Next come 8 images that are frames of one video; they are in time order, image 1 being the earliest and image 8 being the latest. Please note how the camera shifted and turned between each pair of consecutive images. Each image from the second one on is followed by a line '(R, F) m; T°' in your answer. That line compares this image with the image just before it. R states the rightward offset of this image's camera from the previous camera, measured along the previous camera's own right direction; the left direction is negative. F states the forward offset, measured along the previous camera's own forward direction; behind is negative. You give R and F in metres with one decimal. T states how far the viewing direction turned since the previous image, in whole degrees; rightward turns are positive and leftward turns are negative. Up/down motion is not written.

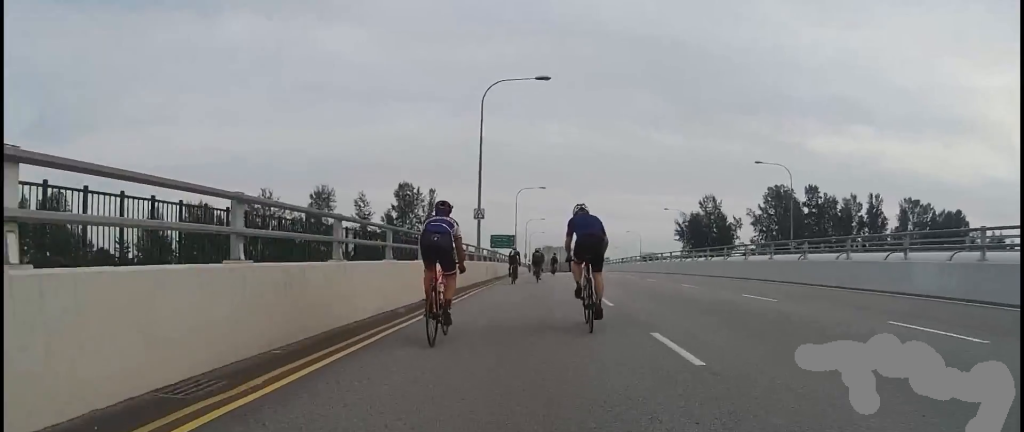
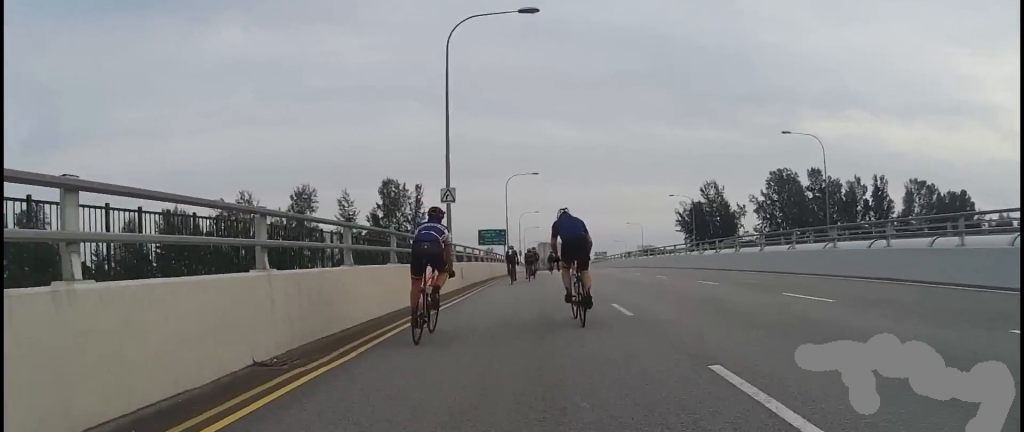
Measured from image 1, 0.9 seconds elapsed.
(0.0, +8.5) m; 0°
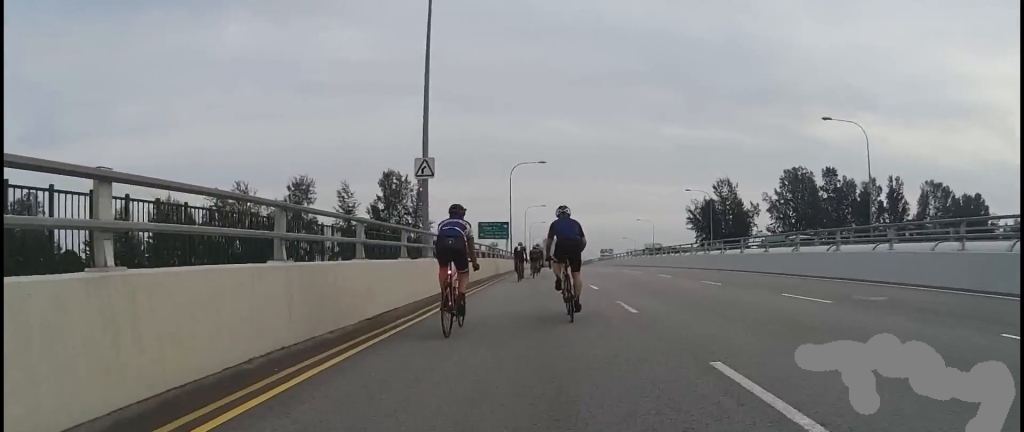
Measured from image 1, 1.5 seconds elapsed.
(0.0, +5.9) m; 0°
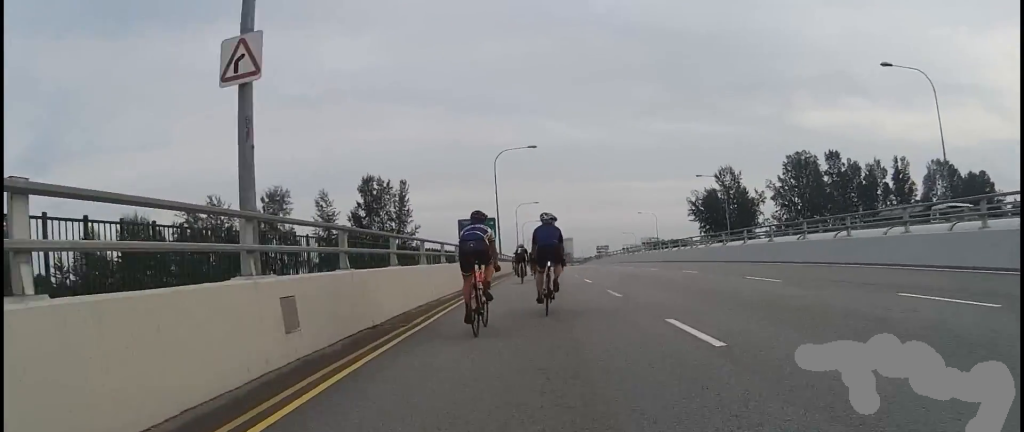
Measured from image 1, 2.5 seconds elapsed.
(0.0, +10.0) m; 0°
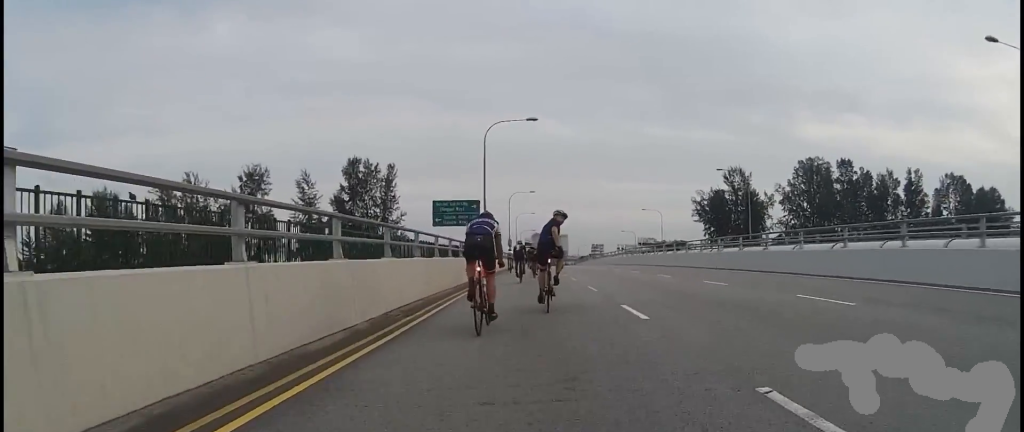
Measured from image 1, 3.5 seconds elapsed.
(0.0, +9.4) m; 0°
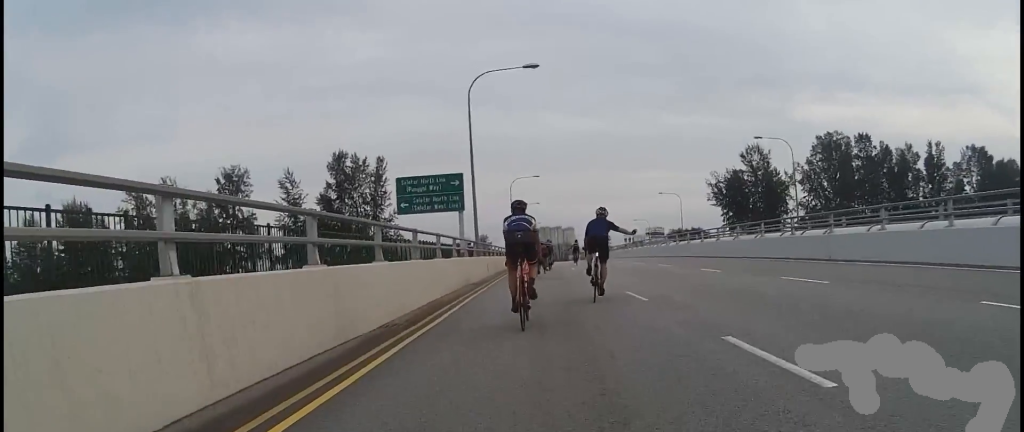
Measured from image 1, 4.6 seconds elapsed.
(0.0, +10.9) m; 0°
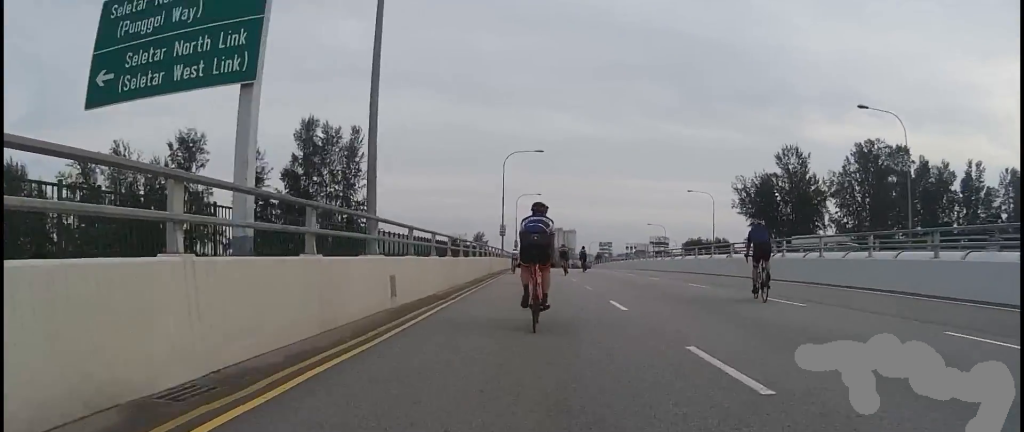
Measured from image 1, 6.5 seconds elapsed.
(0.0, +18.3) m; -1°
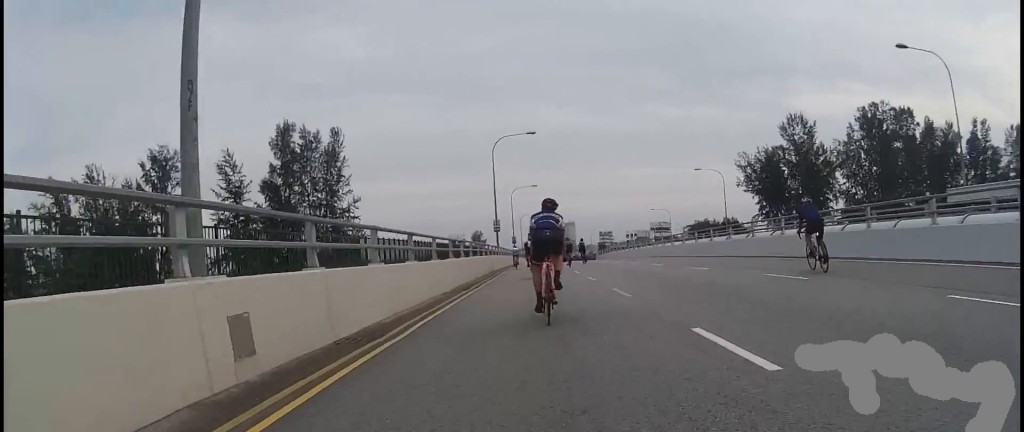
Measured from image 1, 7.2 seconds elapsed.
(+0.1, +6.1) m; -4°
